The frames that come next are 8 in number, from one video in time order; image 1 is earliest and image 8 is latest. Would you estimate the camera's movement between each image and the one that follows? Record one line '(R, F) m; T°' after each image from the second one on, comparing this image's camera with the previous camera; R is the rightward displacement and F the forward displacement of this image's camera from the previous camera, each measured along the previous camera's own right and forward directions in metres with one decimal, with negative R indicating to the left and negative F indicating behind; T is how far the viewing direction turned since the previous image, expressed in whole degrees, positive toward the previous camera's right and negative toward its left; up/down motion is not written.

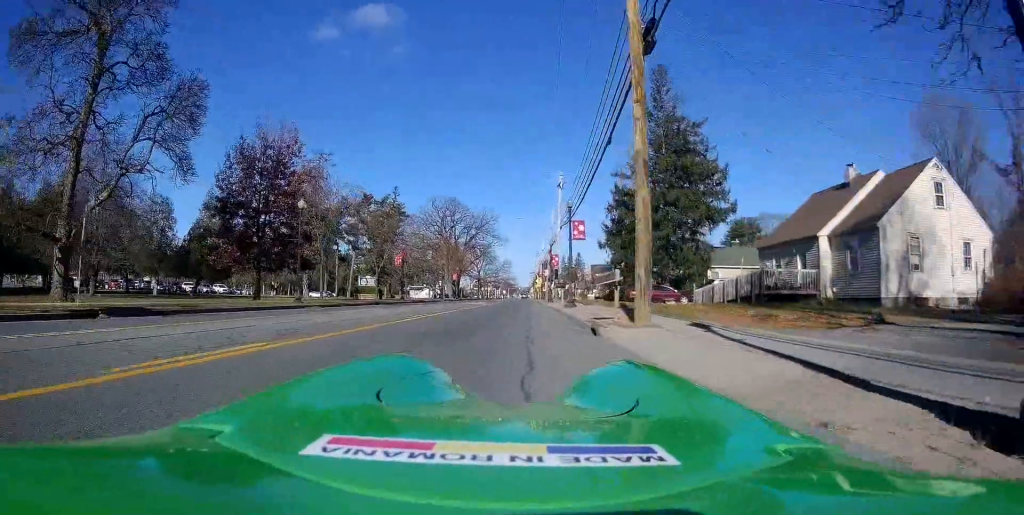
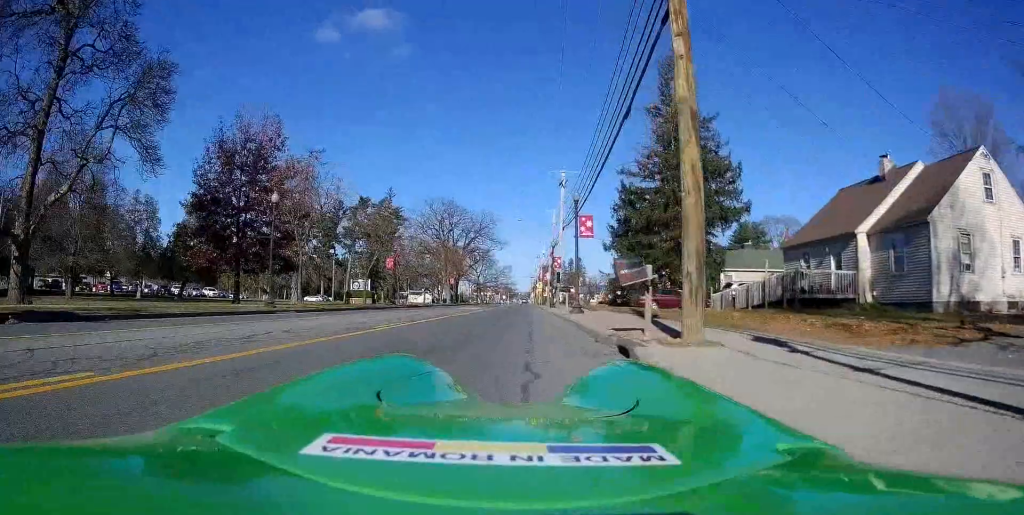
(0.0, +3.7) m; 0°
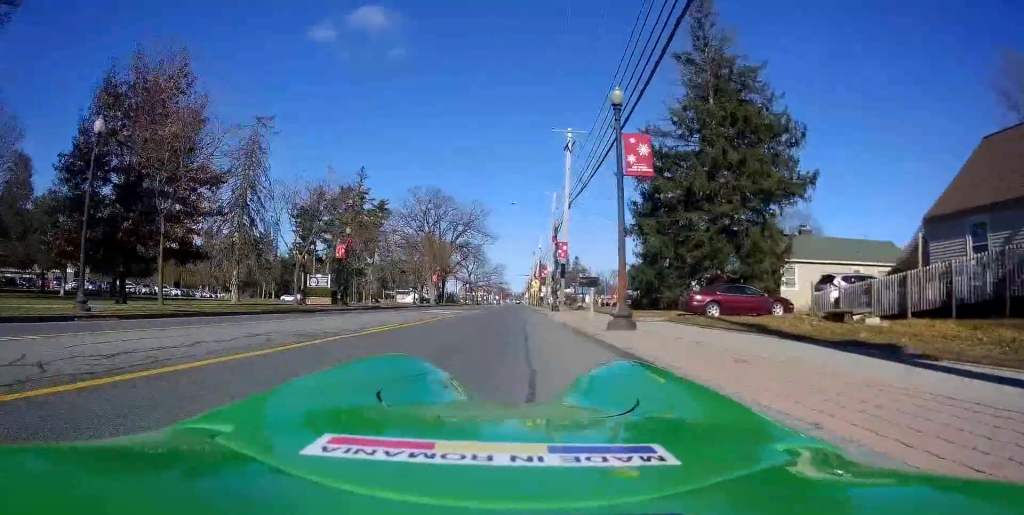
(0.0, +12.9) m; -3°
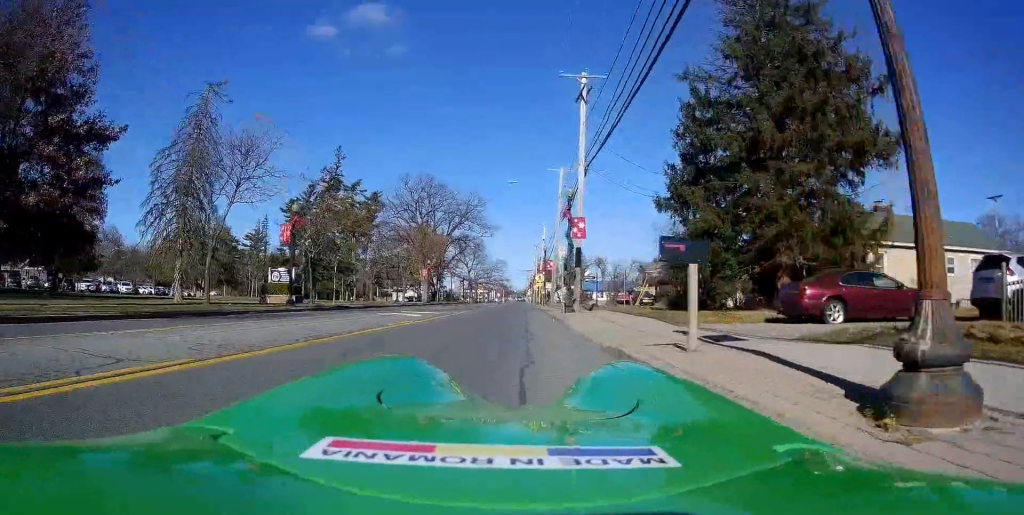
(-0.5, +10.2) m; -2°
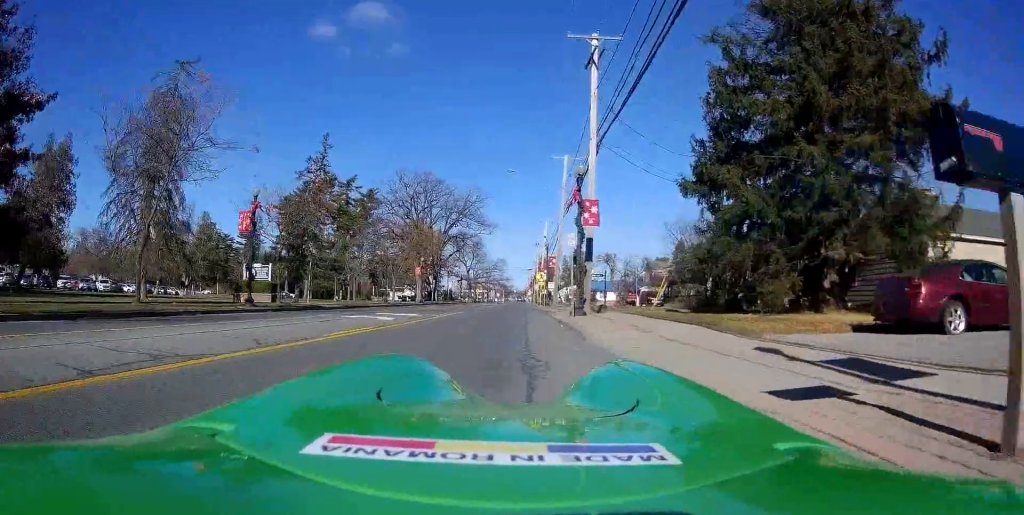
(-0.1, +4.7) m; +2°
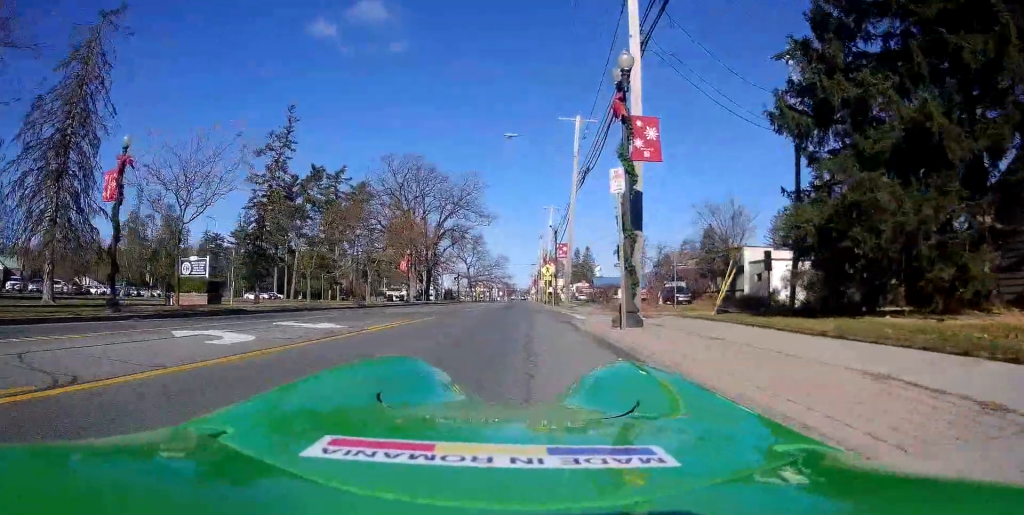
(+0.5, +9.8) m; +3°
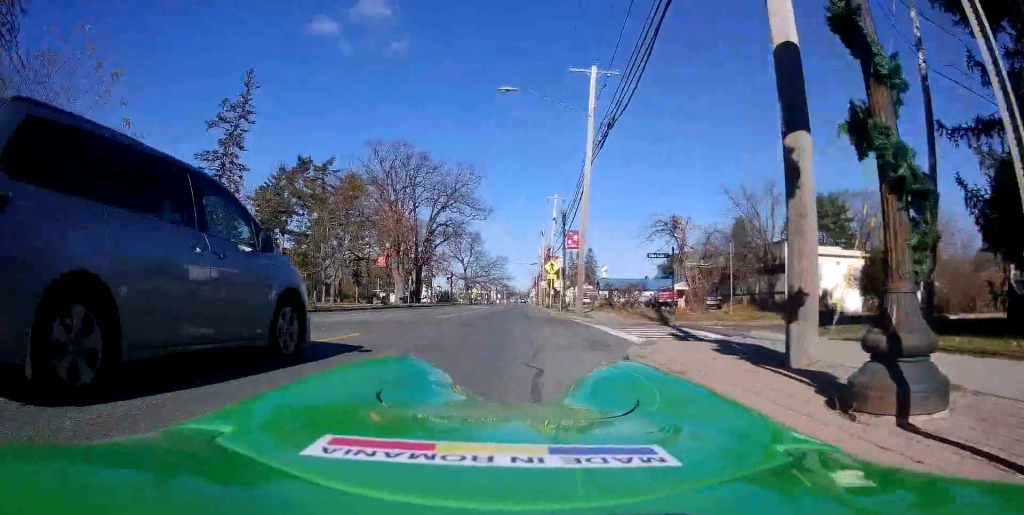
(0.0, +8.3) m; 0°
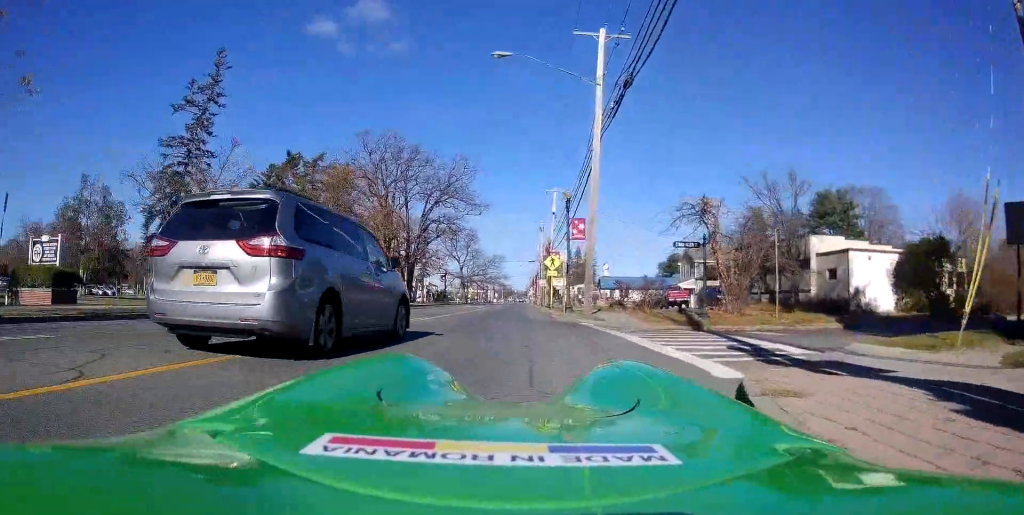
(0.0, +4.6) m; 0°
